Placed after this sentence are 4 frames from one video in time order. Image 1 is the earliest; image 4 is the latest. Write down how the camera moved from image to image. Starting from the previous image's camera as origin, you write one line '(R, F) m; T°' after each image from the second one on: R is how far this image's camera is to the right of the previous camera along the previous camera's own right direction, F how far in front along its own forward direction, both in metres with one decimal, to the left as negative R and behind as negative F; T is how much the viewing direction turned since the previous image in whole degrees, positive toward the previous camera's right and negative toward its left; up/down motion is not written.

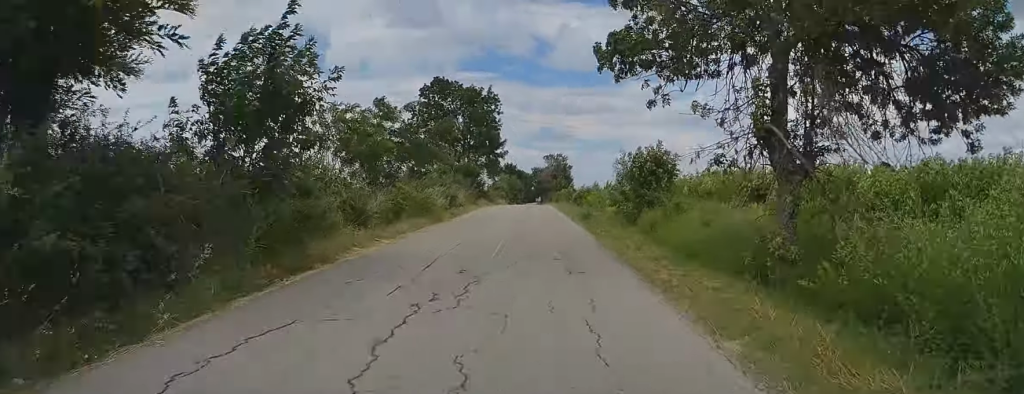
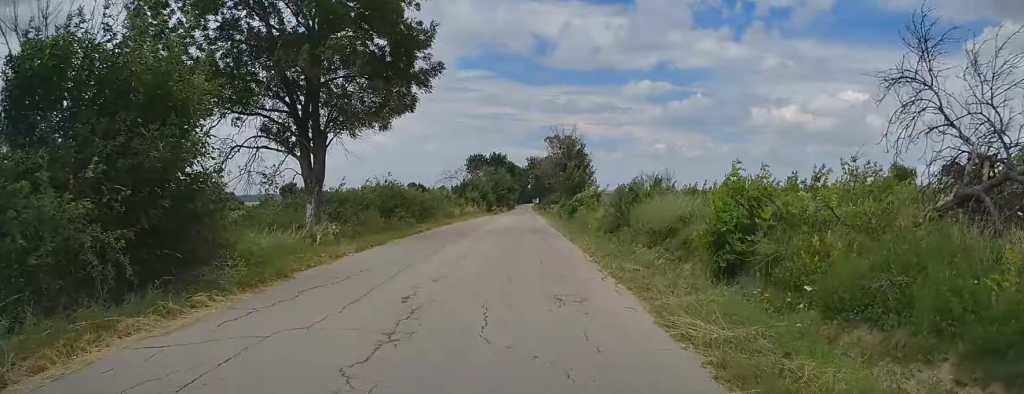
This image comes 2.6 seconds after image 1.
(+0.6, +46.9) m; 0°
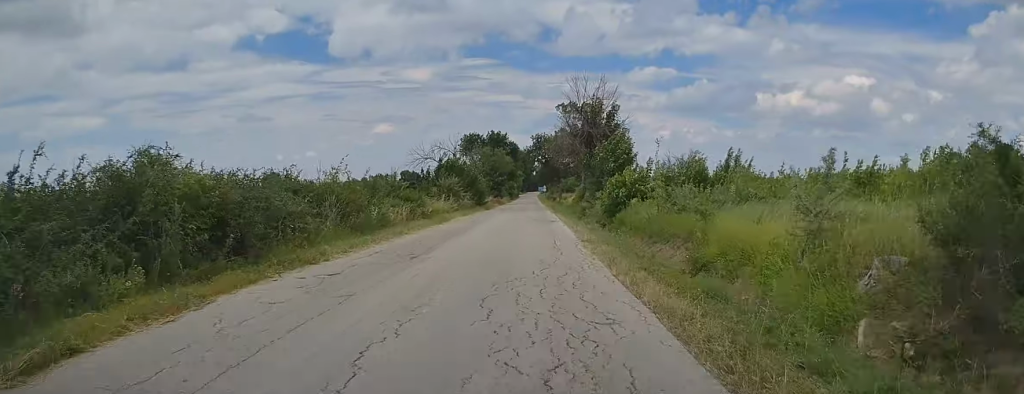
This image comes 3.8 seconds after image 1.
(-0.2, +23.2) m; -1°
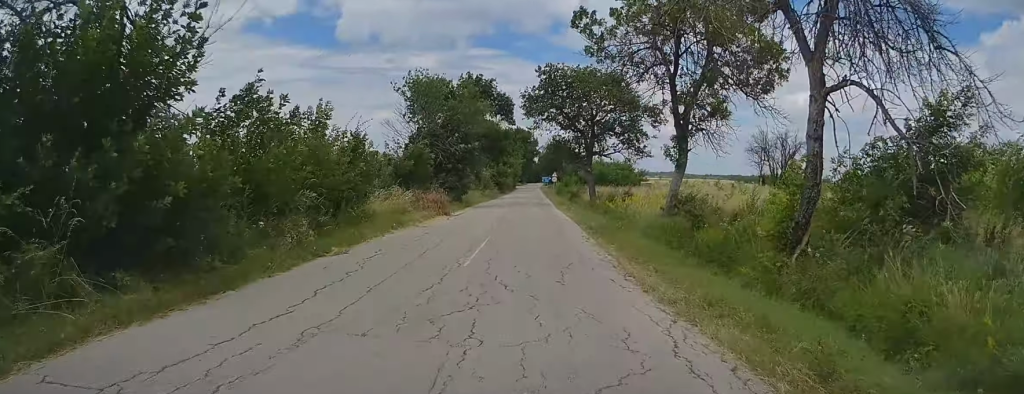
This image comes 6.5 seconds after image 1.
(+0.3, +49.3) m; +1°
